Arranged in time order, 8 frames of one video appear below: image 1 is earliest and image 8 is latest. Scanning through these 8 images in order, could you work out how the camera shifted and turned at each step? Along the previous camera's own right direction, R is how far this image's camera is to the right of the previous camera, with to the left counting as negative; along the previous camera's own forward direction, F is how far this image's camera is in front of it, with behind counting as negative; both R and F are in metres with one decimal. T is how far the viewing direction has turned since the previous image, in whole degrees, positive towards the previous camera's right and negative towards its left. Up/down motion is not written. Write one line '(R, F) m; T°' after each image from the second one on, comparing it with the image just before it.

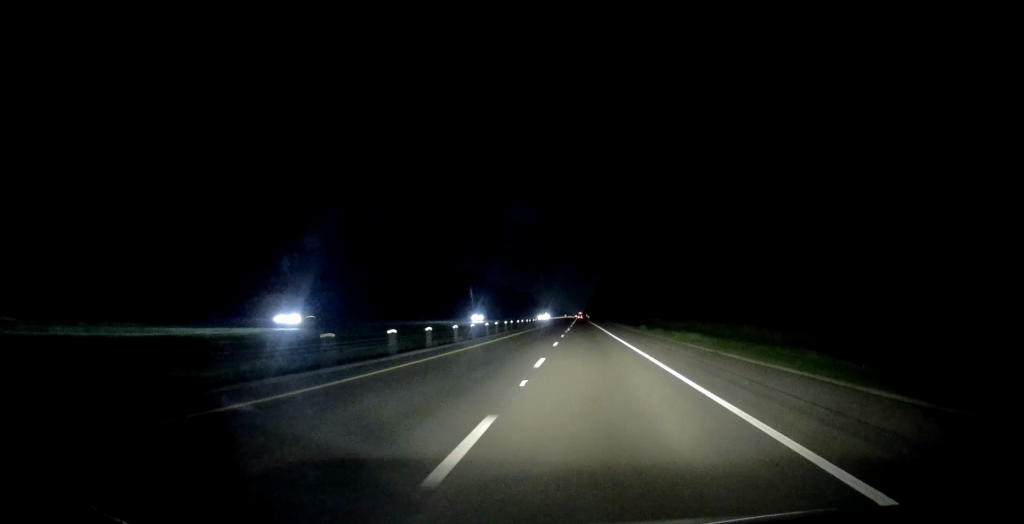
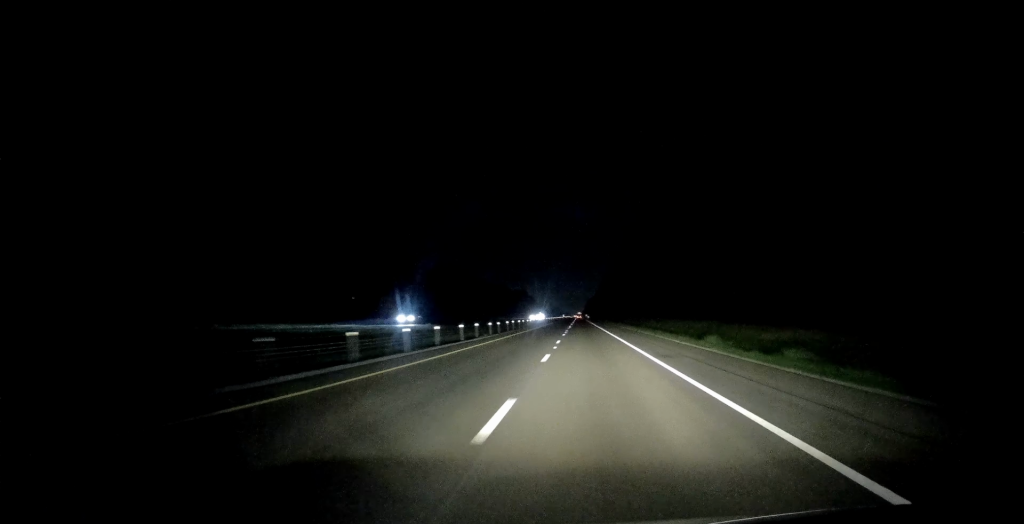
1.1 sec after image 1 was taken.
(-0.4, +34.3) m; 0°
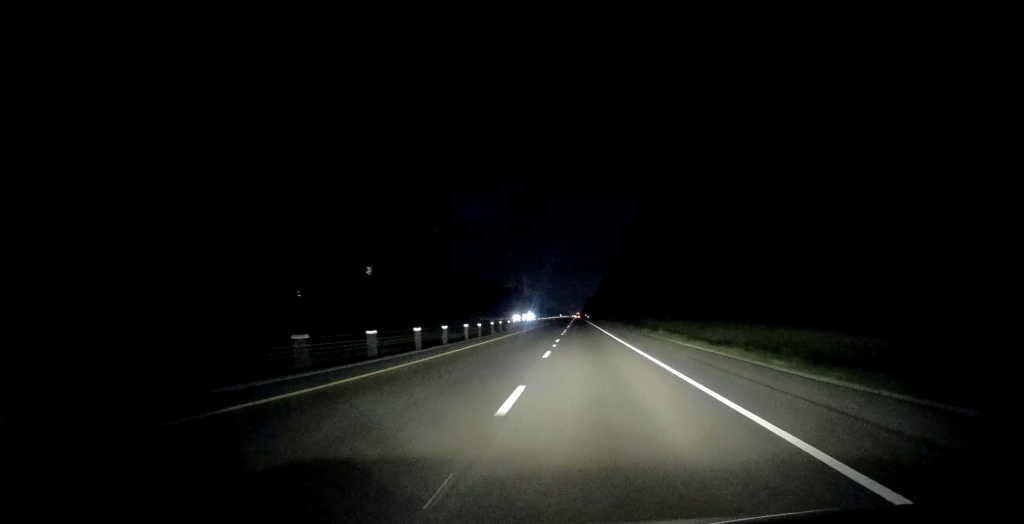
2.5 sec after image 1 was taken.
(+0.6, +46.4) m; 0°
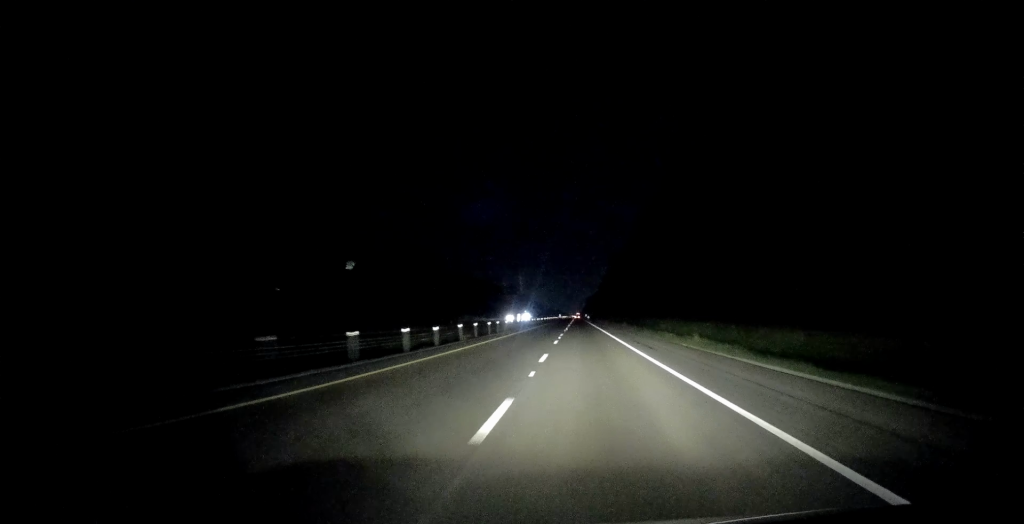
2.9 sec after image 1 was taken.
(0.0, +14.0) m; 0°
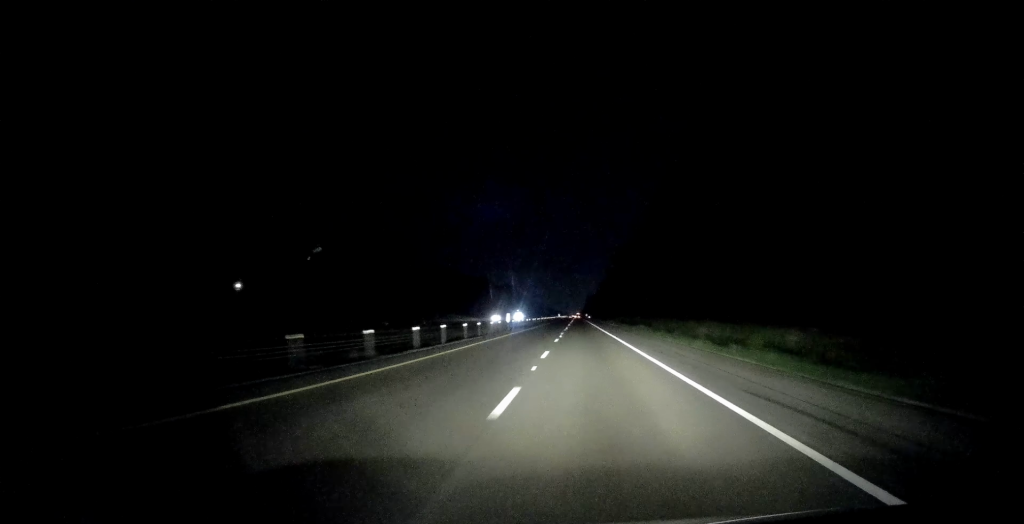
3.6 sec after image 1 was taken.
(-0.1, +22.7) m; 0°
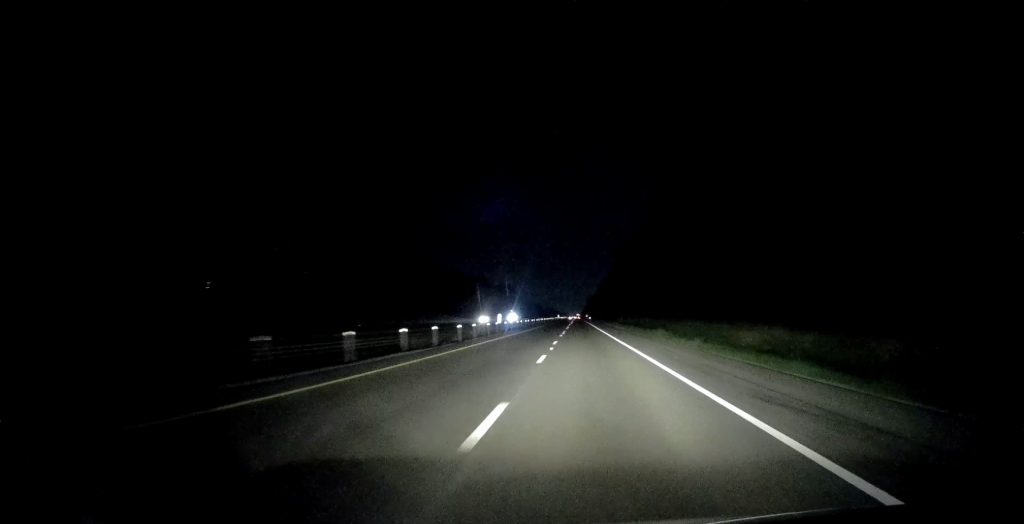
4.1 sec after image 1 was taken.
(0.0, +14.0) m; 0°
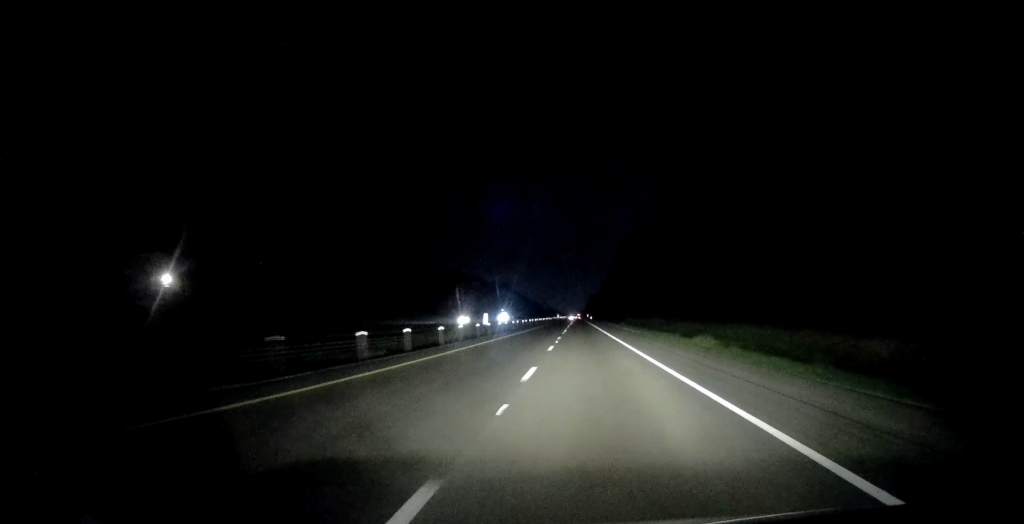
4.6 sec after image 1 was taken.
(+0.2, +17.3) m; 0°
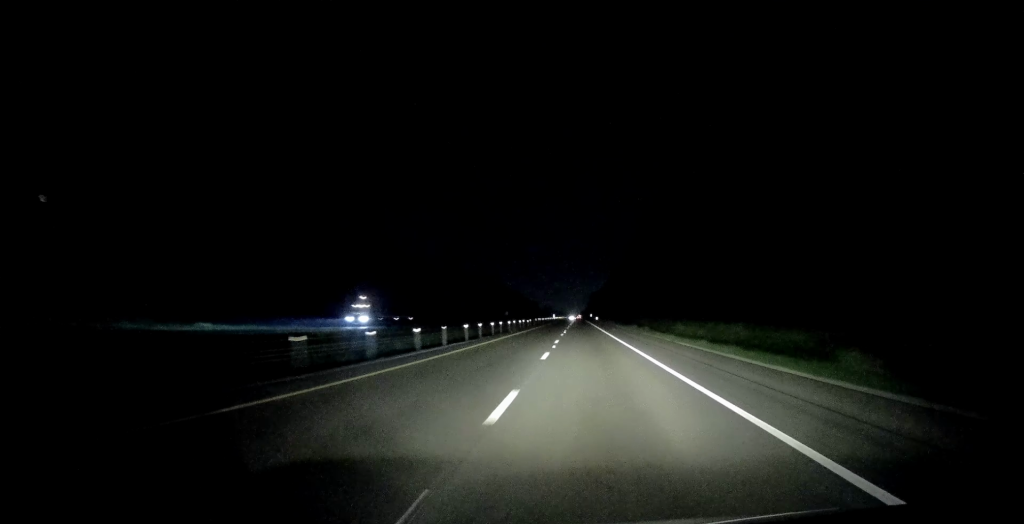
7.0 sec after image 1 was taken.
(-1.3, +77.7) m; -1°
